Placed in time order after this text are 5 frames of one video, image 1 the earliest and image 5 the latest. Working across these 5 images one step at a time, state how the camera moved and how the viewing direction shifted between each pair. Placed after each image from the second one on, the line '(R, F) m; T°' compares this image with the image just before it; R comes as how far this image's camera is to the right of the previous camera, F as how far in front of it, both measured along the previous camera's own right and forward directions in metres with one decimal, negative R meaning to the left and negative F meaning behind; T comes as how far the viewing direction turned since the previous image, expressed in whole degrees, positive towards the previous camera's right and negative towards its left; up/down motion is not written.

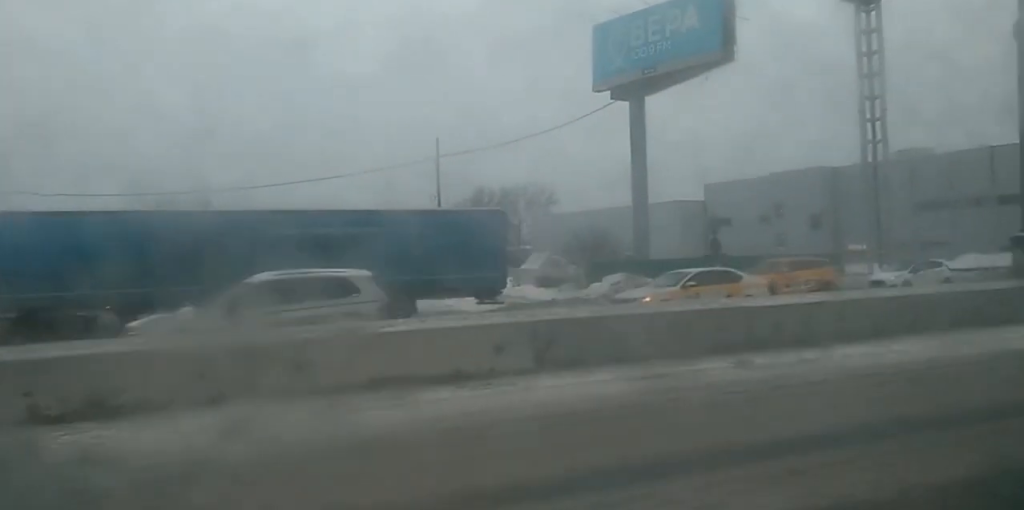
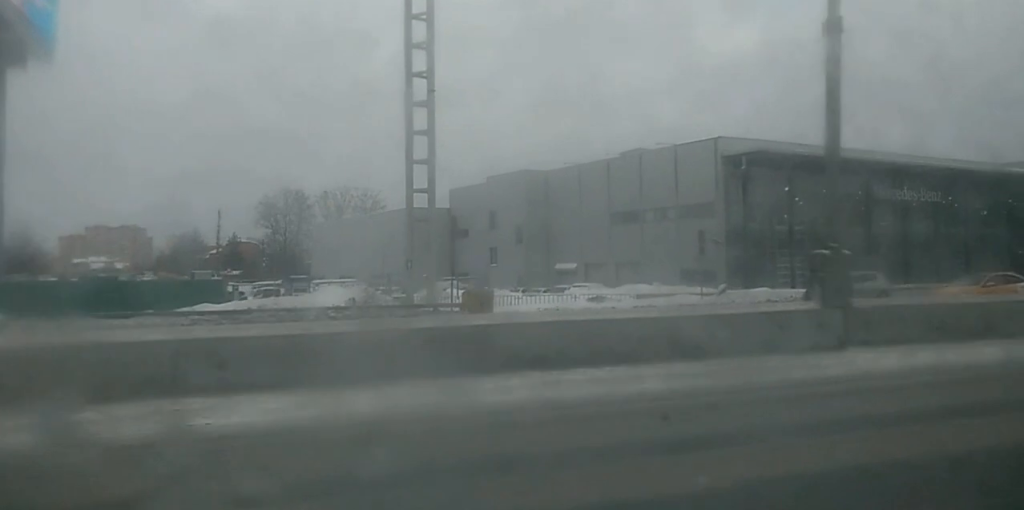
(0.0, +42.8) m; 0°
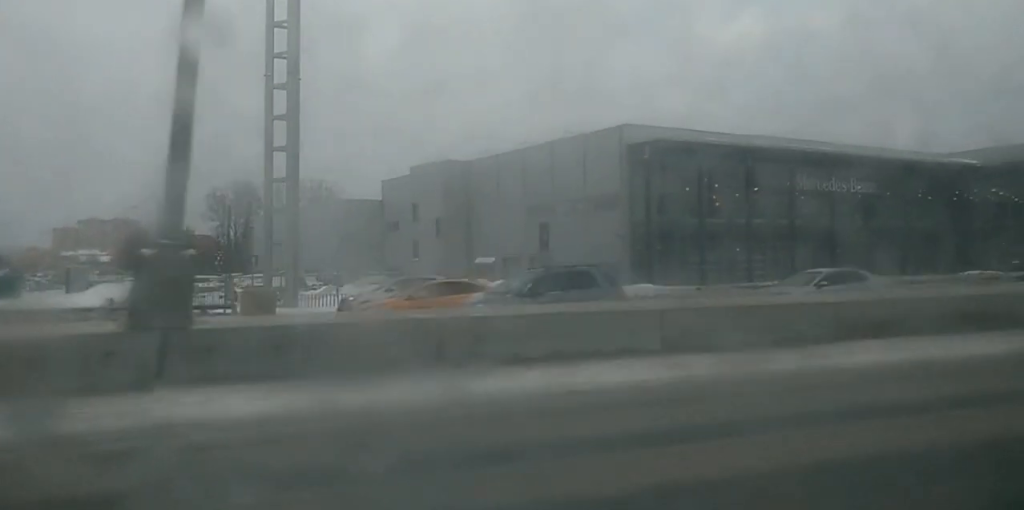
(0.0, +9.4) m; 0°
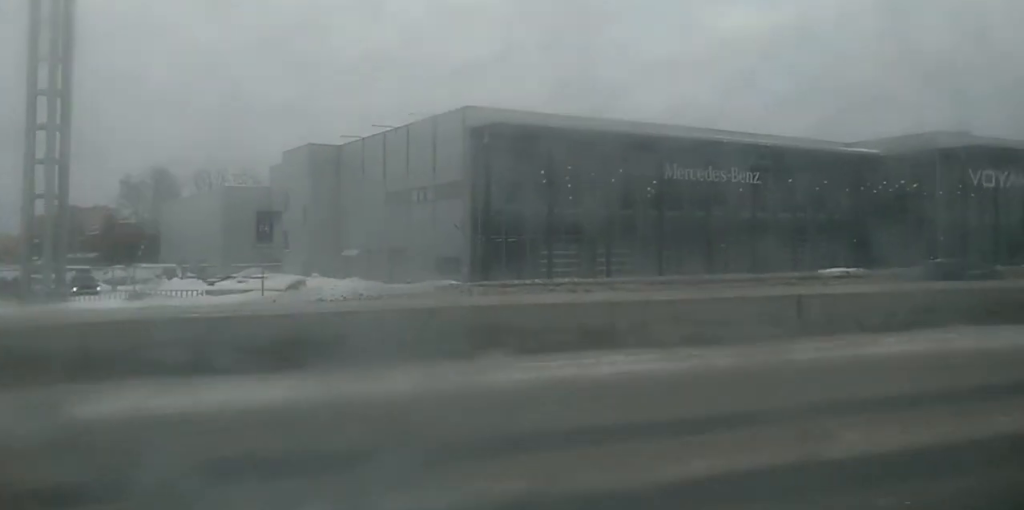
(+0.1, +12.9) m; 0°
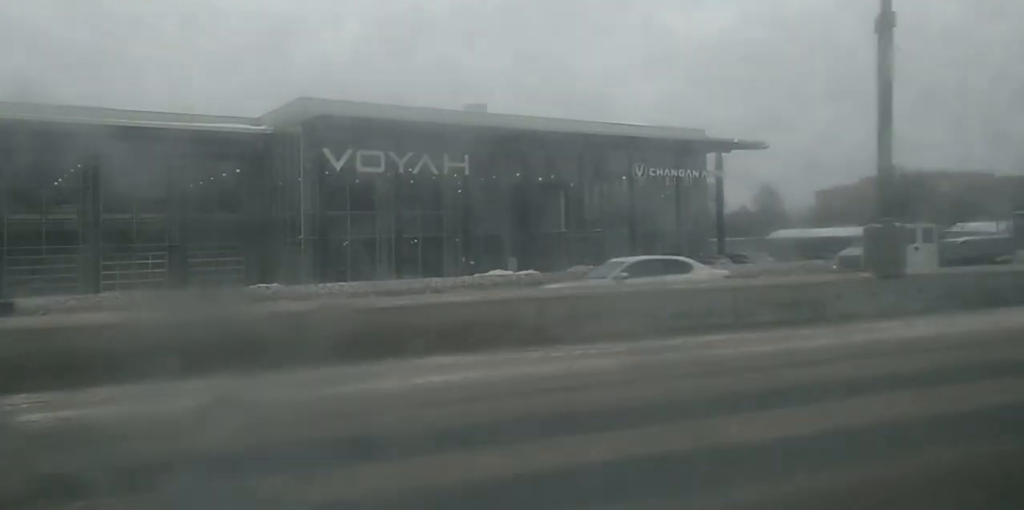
(+0.4, +56.1) m; +2°
